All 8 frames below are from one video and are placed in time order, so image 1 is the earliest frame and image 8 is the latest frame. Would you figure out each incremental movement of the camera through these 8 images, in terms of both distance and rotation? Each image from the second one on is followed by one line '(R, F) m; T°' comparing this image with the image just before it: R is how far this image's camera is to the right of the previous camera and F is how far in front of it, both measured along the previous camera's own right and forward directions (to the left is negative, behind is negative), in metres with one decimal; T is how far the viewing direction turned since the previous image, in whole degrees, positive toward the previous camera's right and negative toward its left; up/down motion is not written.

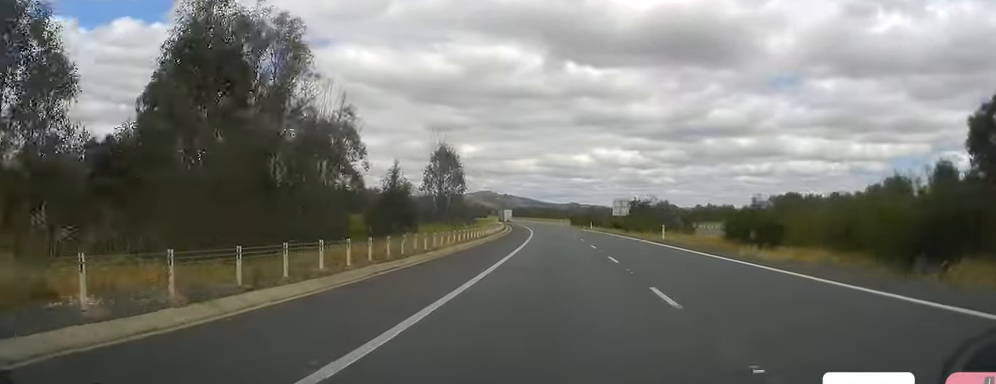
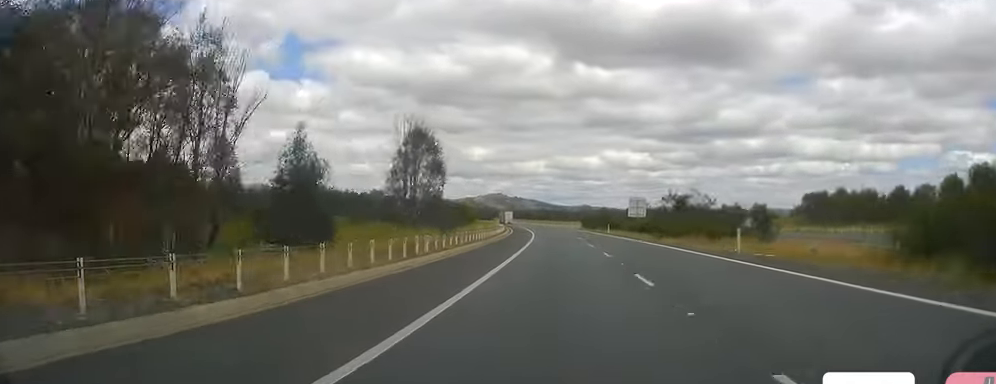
(-0.3, +20.2) m; -2°
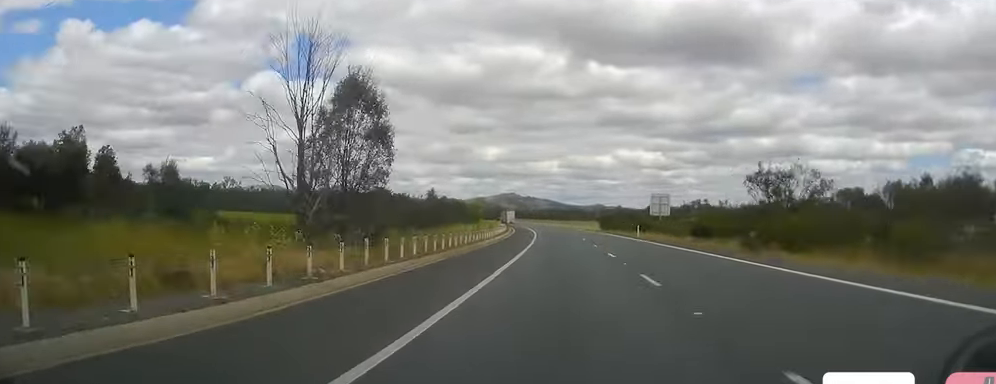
(-0.3, +24.1) m; 0°
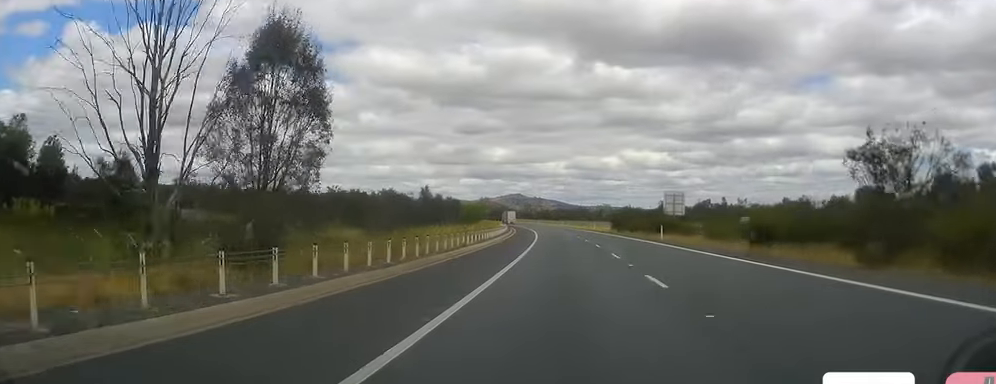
(+0.1, +12.5) m; -1°
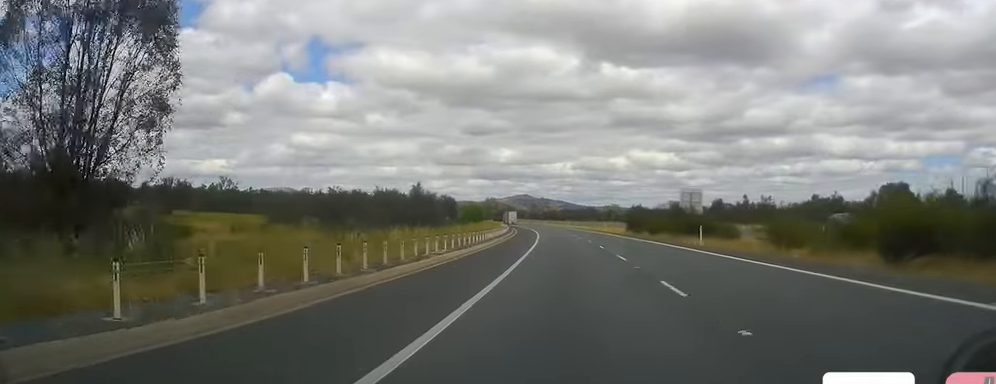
(+0.3, +13.5) m; -1°
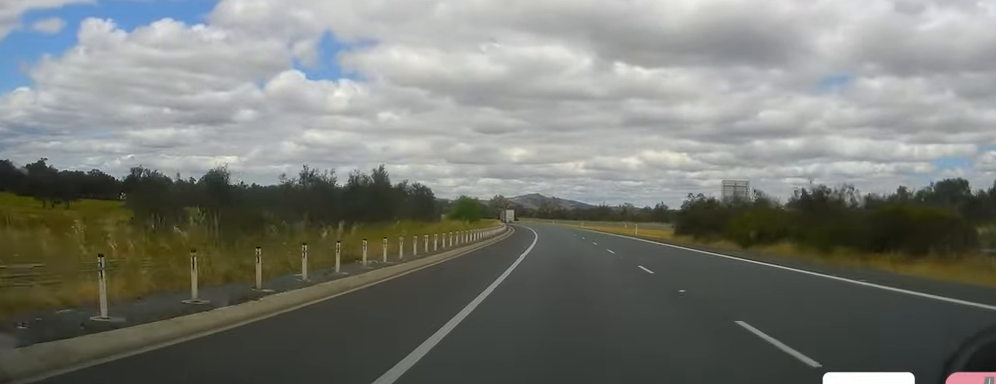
(-0.8, +30.8) m; -3°
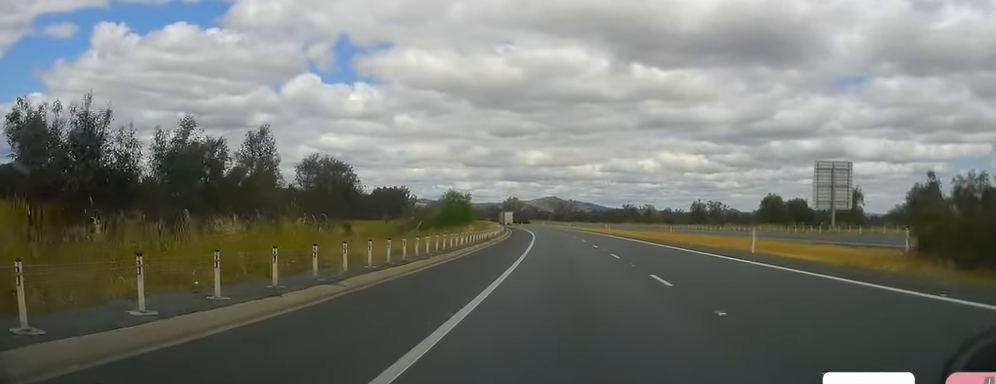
(-0.4, +39.4) m; 0°
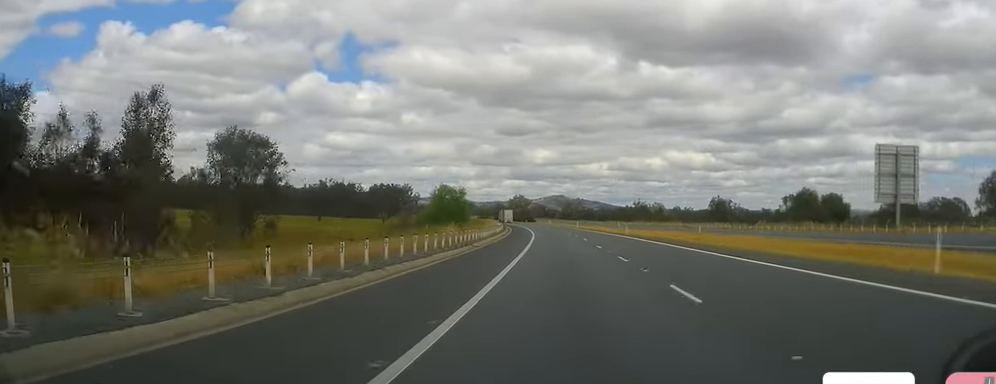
(+0.1, +15.4) m; 0°
